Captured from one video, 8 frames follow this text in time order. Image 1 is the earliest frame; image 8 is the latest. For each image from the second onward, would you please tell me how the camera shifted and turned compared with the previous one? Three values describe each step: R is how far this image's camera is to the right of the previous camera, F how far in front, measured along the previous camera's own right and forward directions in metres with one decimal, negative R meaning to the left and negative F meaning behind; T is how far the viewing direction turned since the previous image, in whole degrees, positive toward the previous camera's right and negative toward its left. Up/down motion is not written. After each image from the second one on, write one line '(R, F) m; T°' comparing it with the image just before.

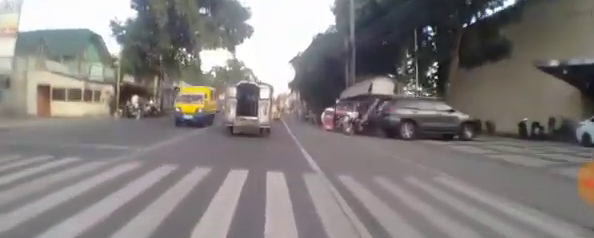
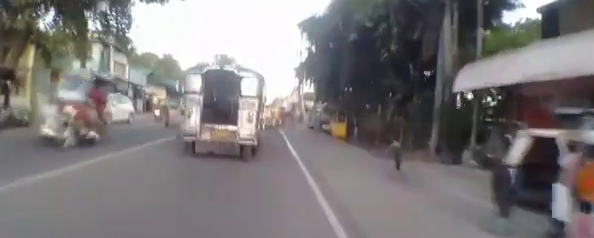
(+0.7, +14.4) m; +2°
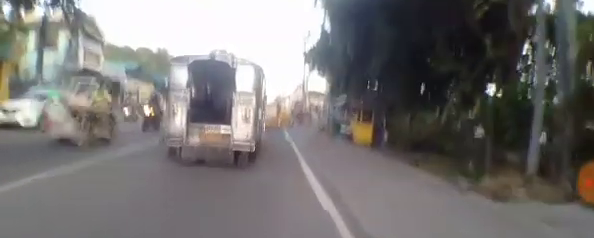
(-0.1, +3.9) m; -3°
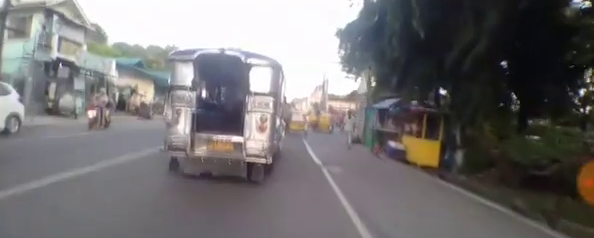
(-0.2, +4.5) m; -3°
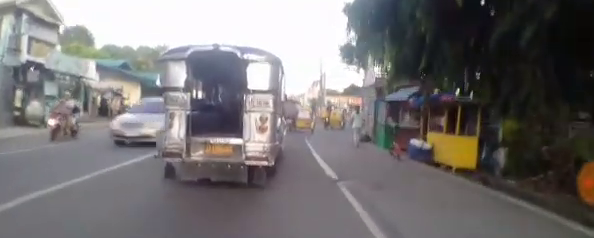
(-0.1, +1.8) m; 0°
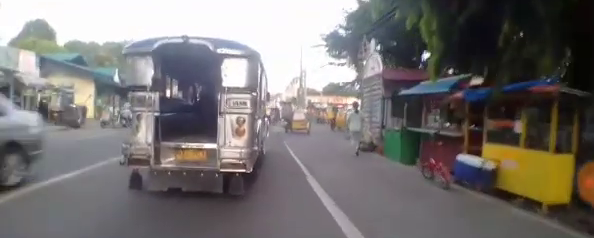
(+0.1, +3.0) m; +2°
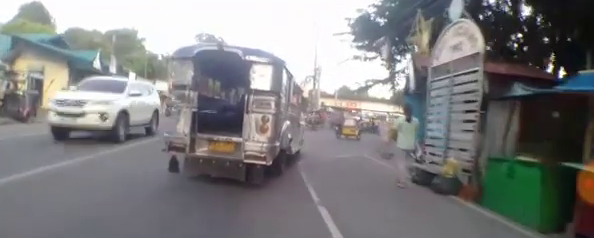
(-0.1, +4.2) m; -1°
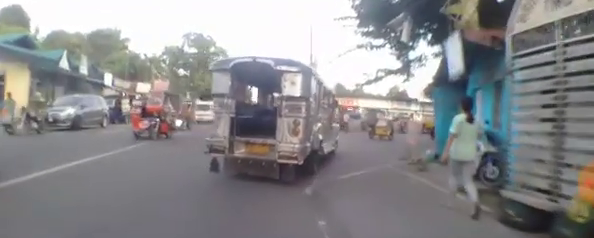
(-0.1, +2.6) m; +5°
